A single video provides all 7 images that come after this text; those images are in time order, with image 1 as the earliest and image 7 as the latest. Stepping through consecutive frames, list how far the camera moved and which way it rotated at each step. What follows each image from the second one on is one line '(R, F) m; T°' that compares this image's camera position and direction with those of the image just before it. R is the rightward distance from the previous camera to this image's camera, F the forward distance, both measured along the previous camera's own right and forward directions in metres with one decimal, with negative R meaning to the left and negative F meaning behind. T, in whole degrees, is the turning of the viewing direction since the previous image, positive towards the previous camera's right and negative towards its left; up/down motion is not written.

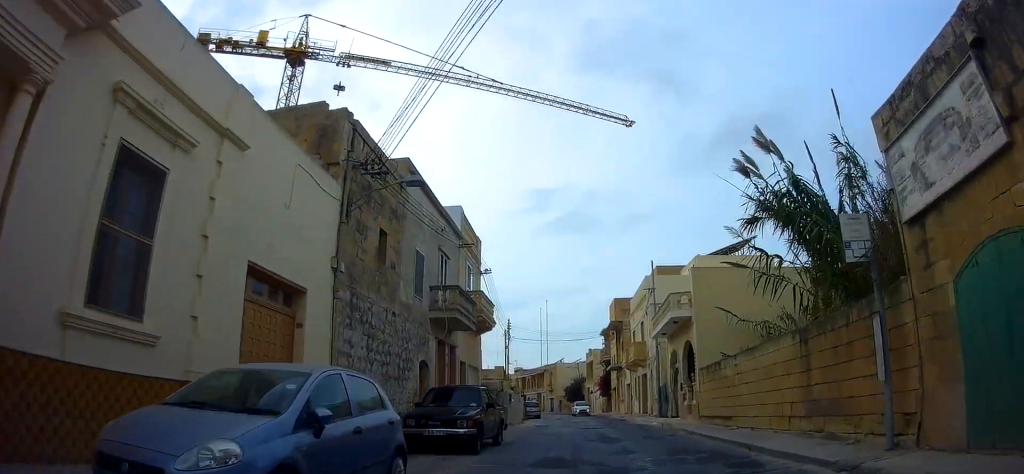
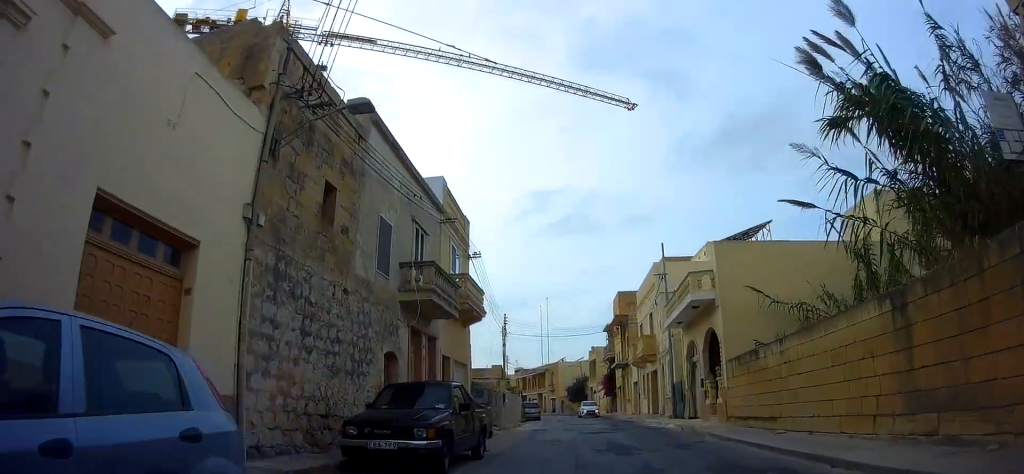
(+0.2, +3.6) m; +3°
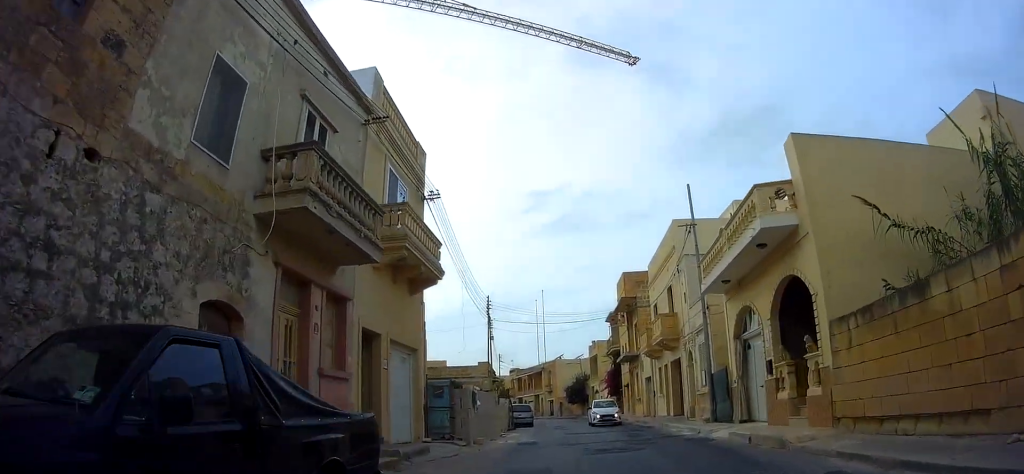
(+0.1, +7.7) m; -5°
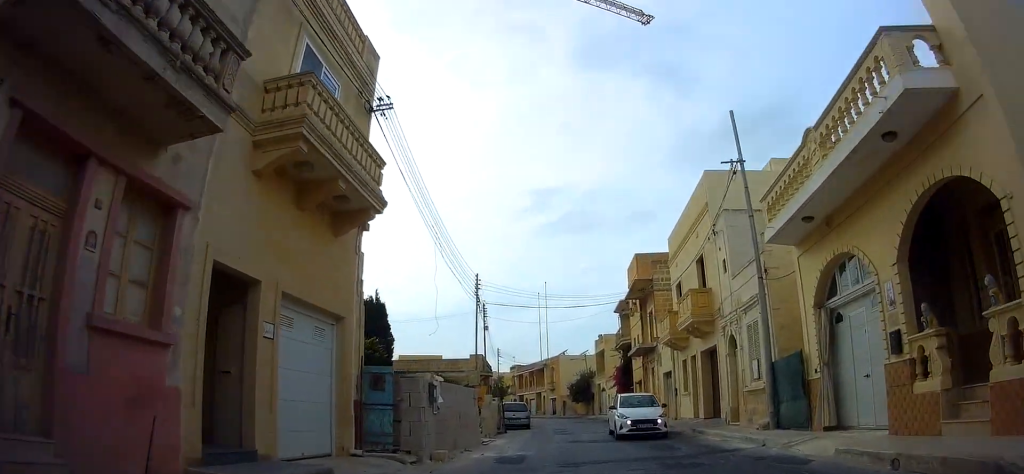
(-0.6, +5.8) m; -1°
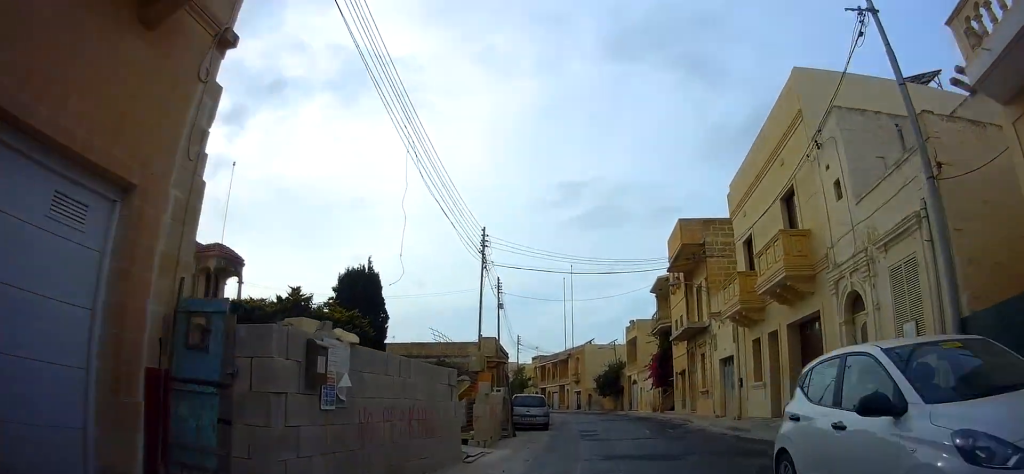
(+0.2, +6.7) m; 0°
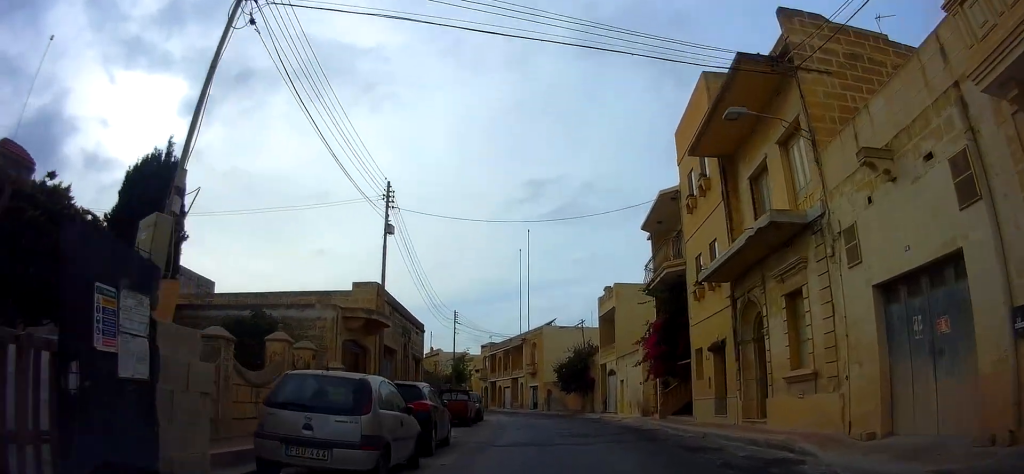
(+0.1, +15.9) m; 0°
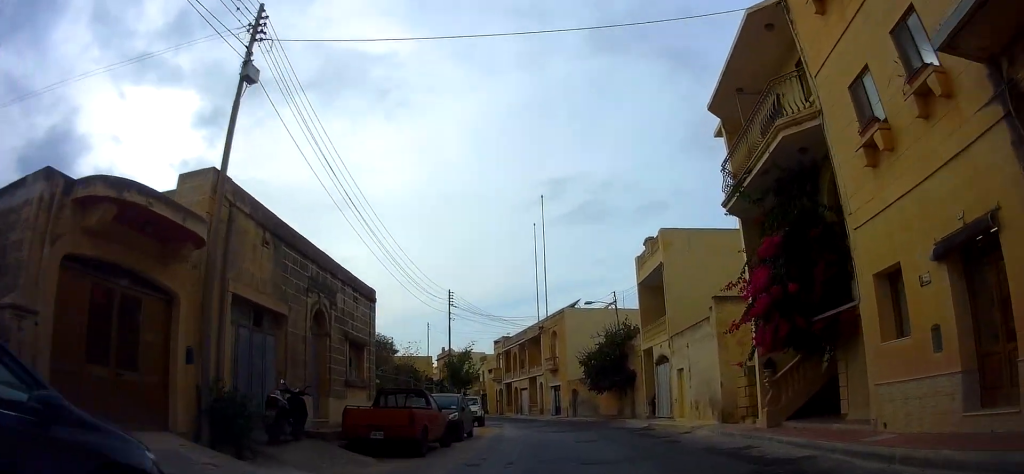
(-0.5, +11.0) m; 0°
